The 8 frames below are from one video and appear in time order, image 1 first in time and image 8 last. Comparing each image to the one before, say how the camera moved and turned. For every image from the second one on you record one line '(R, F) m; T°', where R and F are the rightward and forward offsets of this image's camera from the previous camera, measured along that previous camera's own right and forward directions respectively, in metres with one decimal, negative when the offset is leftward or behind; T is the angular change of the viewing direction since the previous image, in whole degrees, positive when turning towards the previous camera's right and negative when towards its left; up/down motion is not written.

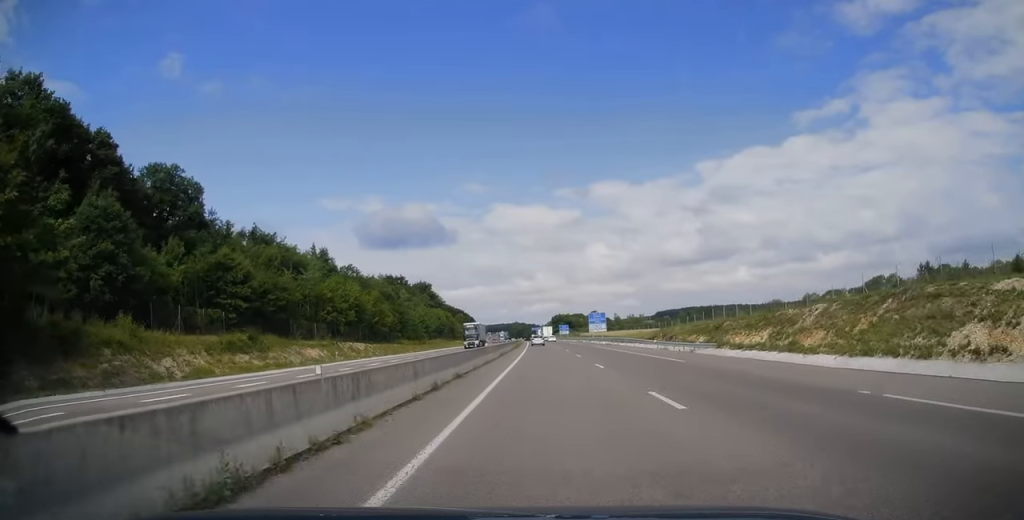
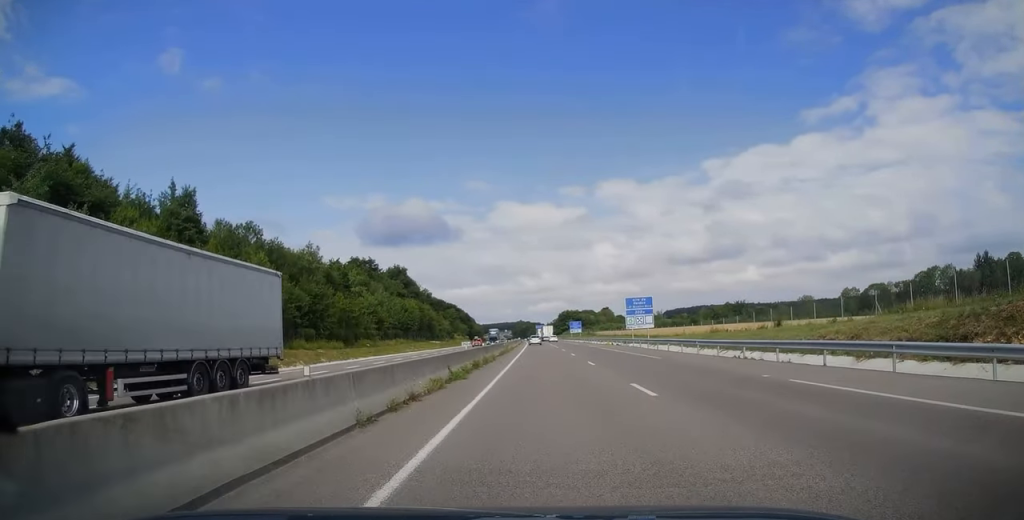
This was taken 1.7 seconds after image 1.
(-0.7, +50.1) m; -1°
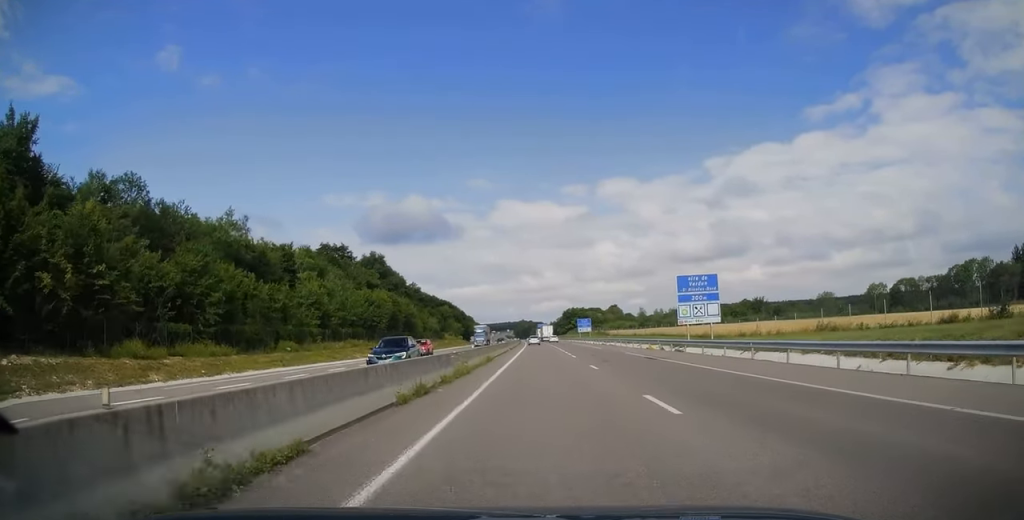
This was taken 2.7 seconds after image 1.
(0.0, +29.0) m; 0°
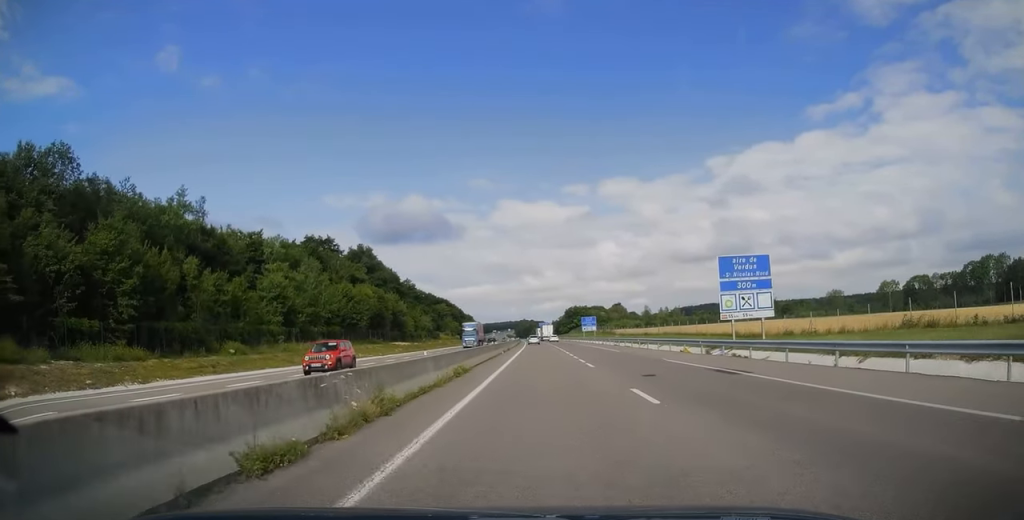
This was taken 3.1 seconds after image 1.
(0.0, +11.8) m; 0°
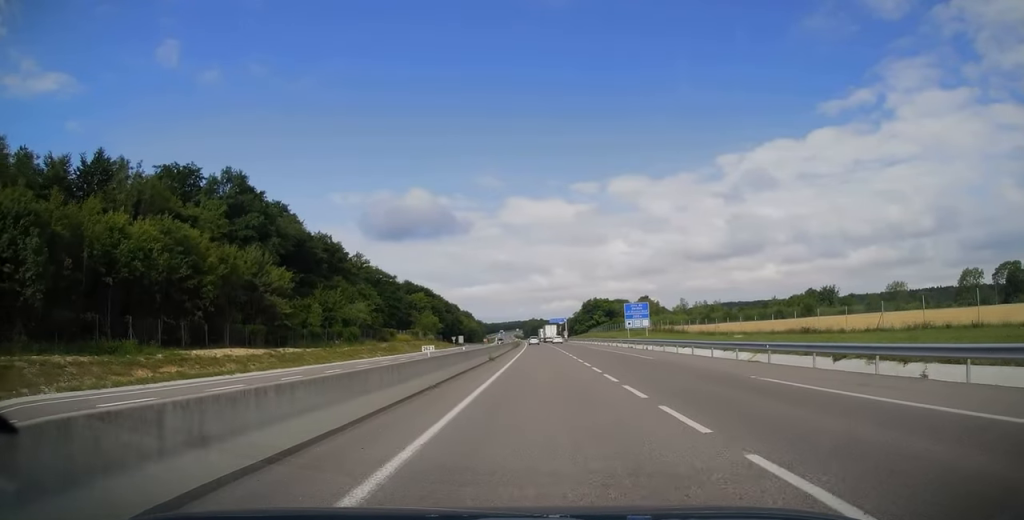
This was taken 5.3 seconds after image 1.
(-0.7, +66.3) m; -1°
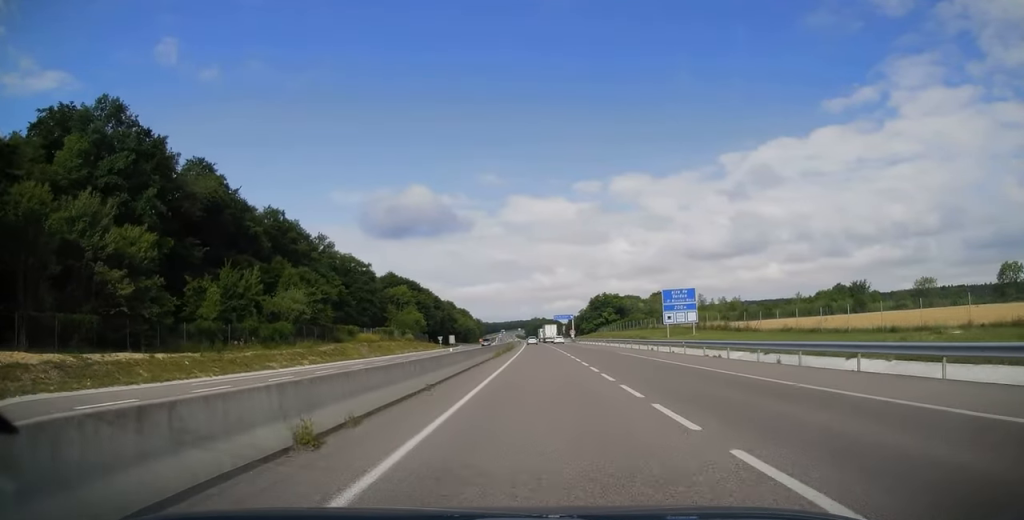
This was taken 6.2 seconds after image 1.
(+0.2, +27.0) m; 0°
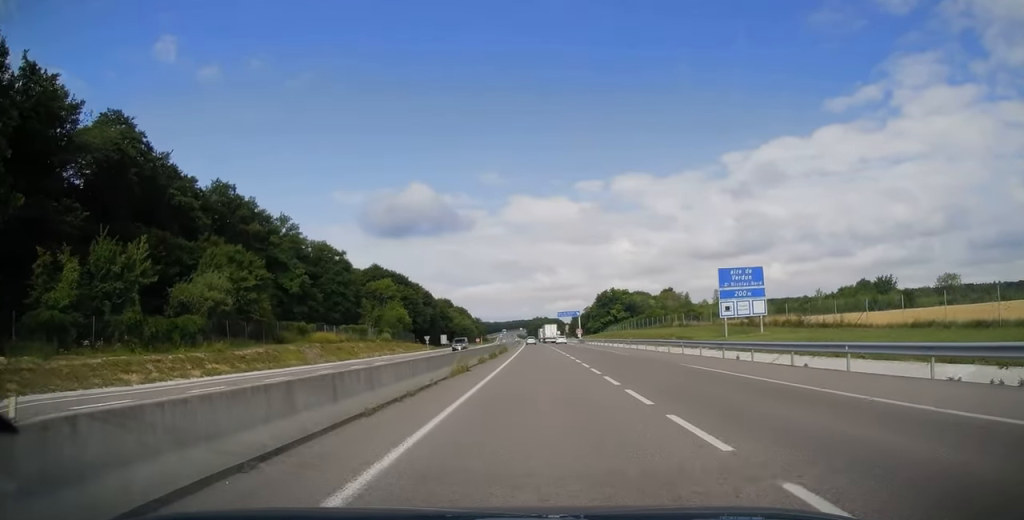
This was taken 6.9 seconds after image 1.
(+0.1, +19.6) m; 0°
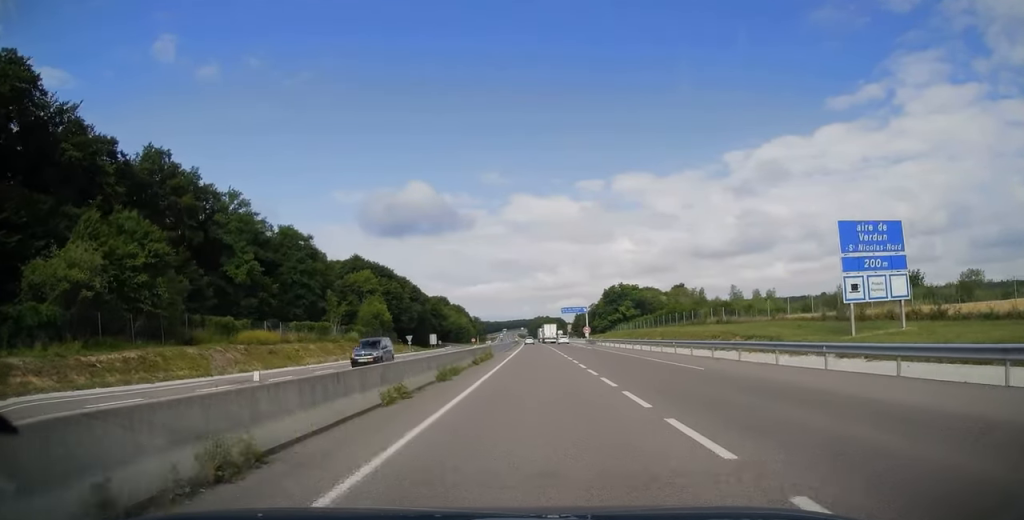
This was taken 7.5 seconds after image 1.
(-0.3, +18.6) m; 0°
